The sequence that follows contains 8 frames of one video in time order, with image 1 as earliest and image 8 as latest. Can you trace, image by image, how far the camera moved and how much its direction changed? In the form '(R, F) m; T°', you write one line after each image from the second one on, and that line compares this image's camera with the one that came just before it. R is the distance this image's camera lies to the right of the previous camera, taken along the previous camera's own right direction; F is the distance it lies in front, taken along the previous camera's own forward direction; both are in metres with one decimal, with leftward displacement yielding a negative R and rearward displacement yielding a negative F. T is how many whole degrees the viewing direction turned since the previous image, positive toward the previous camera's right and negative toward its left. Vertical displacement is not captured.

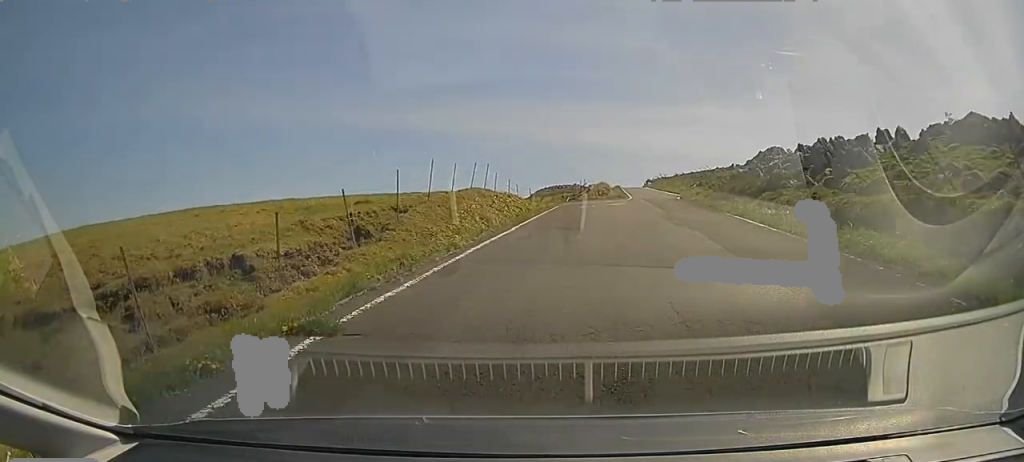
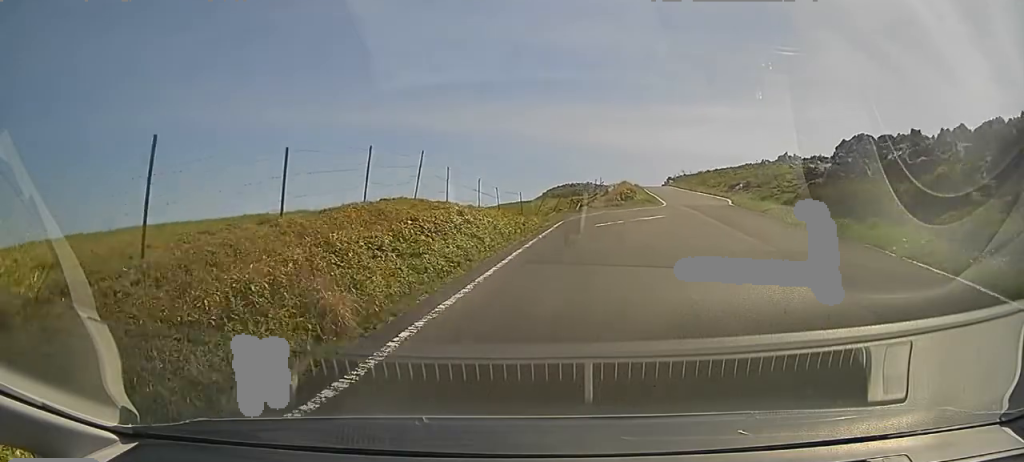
(-0.1, +11.6) m; 0°
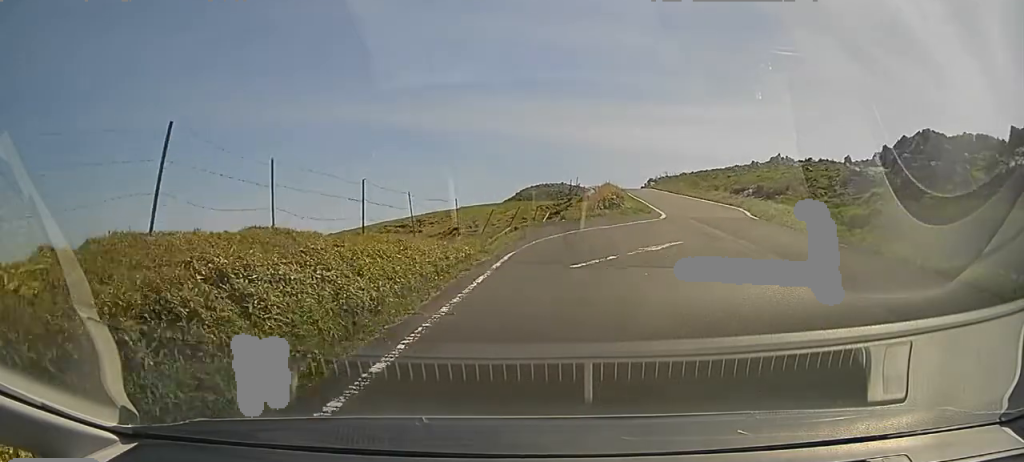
(-0.3, +7.9) m; +2°
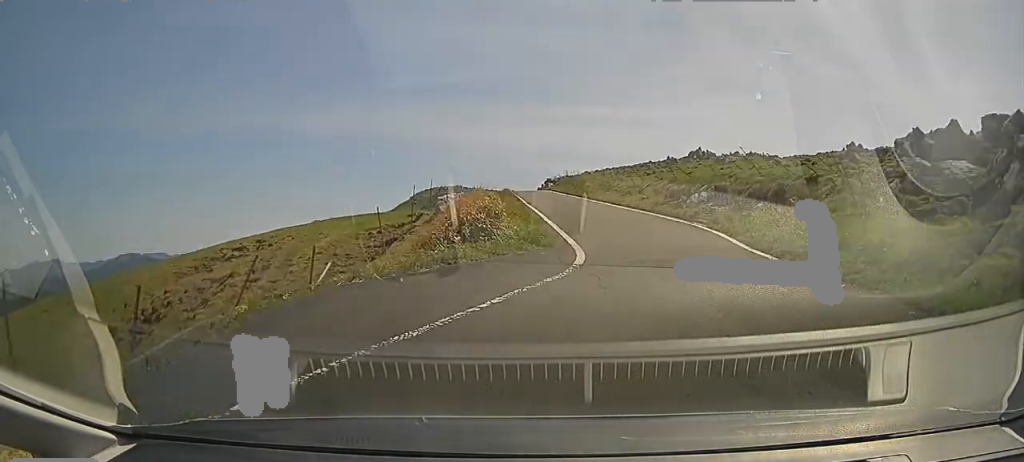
(+0.9, +11.4) m; +8°
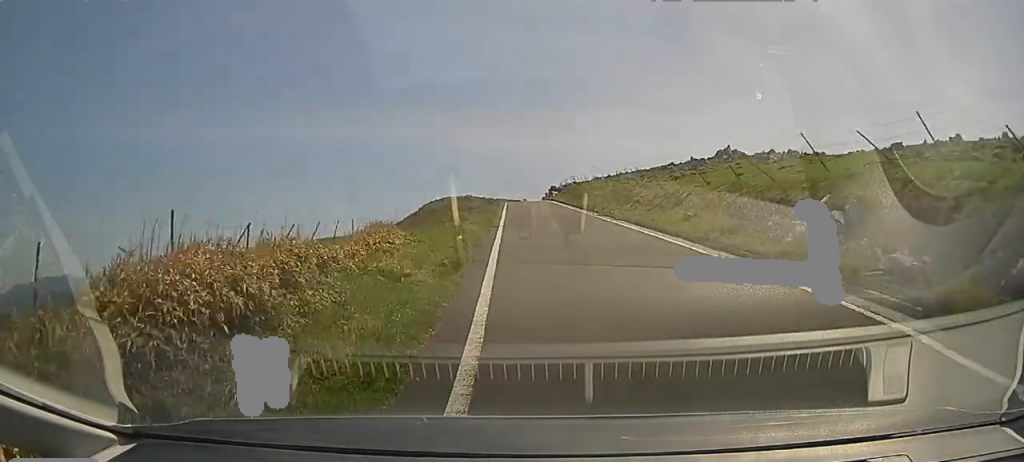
(+0.3, +12.3) m; -4°
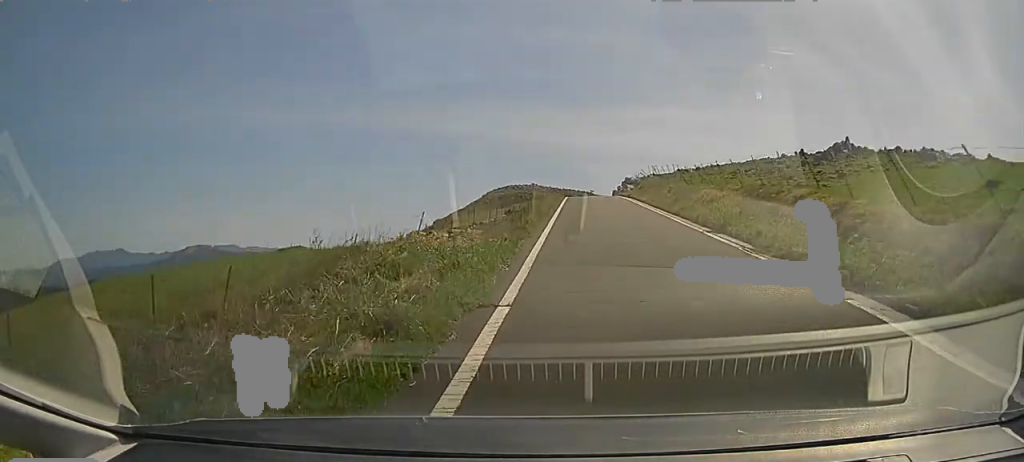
(-0.9, +15.7) m; -4°
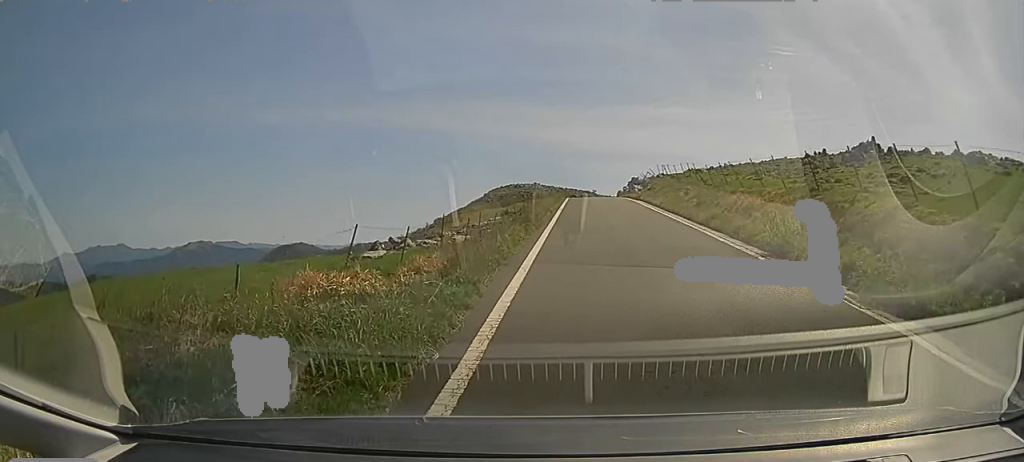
(0.0, +4.7) m; -1°
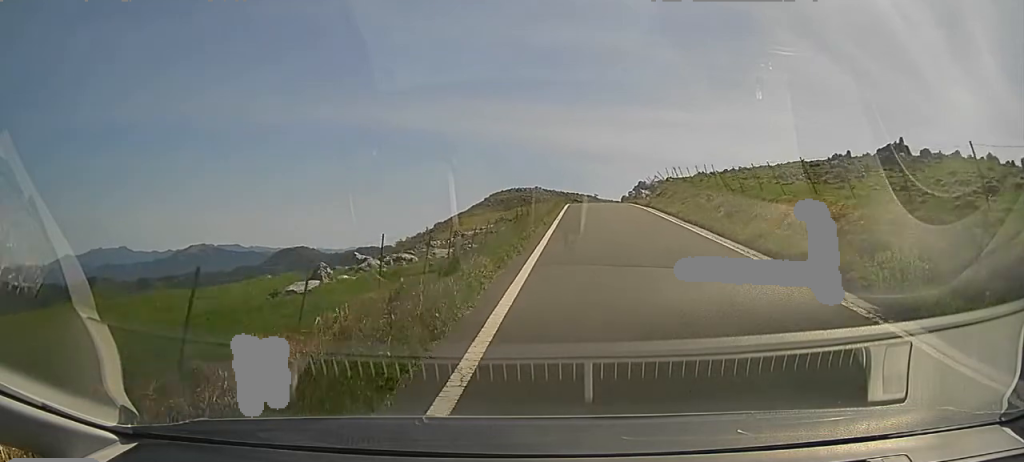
(-0.3, +4.7) m; -1°
